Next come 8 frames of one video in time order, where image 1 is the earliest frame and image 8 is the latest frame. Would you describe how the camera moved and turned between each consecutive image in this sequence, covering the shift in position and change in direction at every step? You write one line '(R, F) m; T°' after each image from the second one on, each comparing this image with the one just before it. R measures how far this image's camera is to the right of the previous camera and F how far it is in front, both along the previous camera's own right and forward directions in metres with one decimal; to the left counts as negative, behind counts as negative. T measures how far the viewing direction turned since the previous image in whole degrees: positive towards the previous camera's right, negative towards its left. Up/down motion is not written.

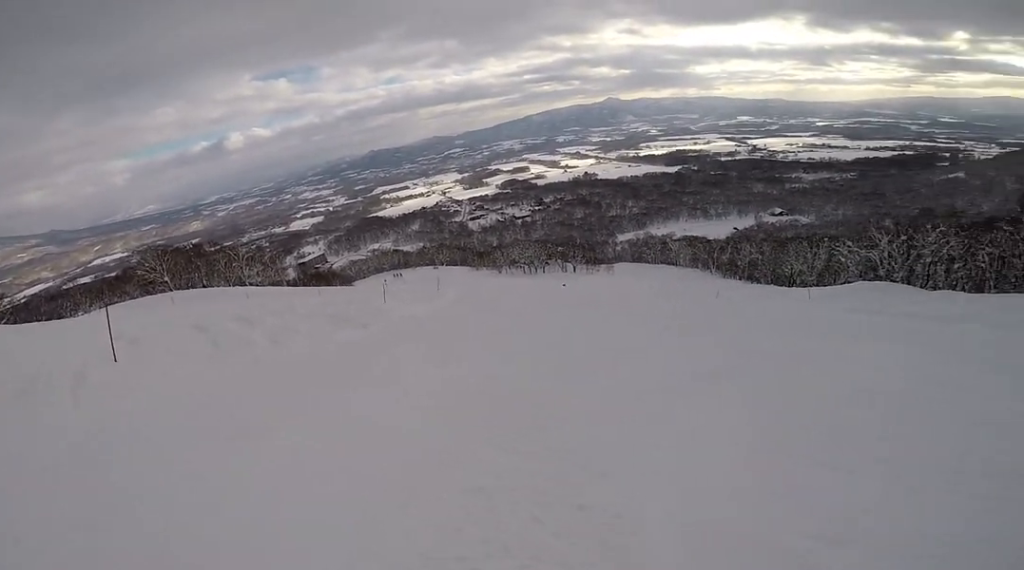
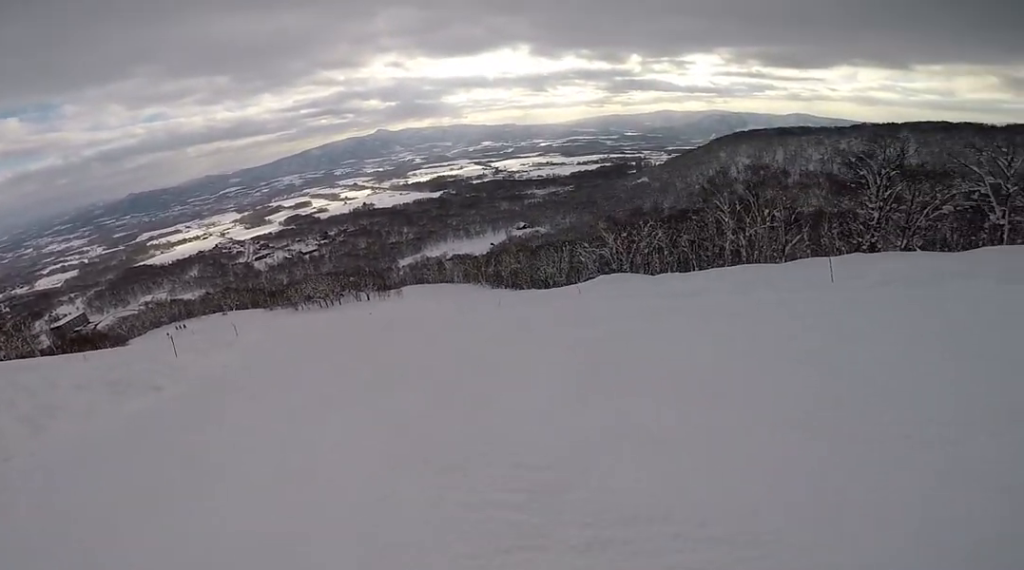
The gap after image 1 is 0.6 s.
(+0.6, +2.8) m; +24°
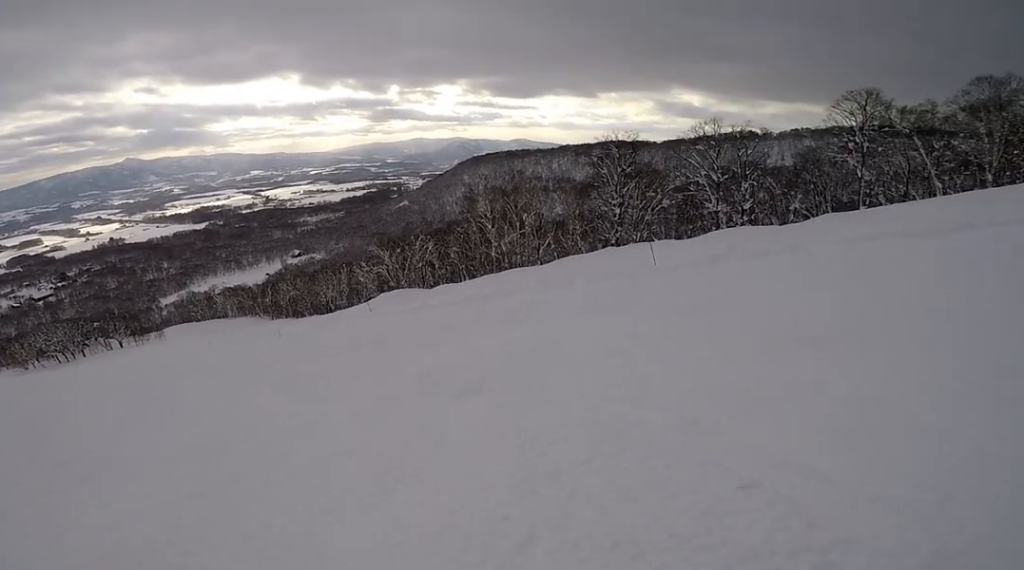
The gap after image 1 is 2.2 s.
(+3.9, +6.0) m; +54°
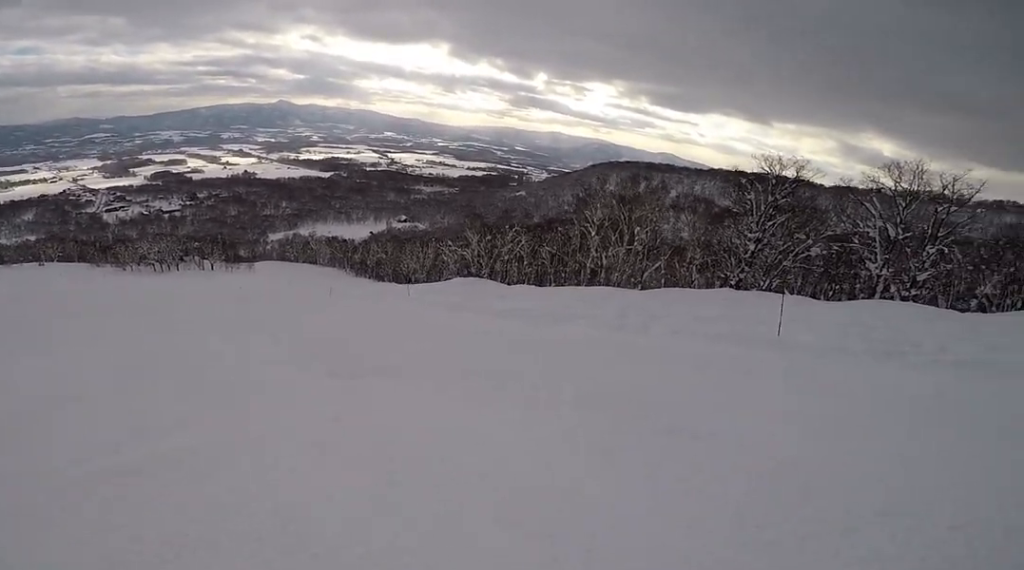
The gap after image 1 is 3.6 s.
(-0.6, +5.6) m; -35°
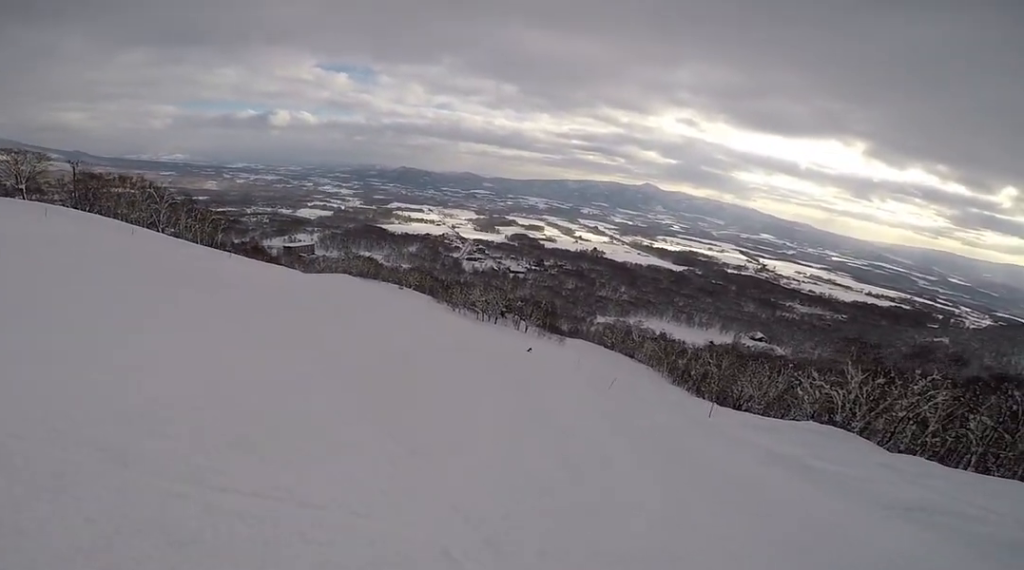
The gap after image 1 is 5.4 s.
(-3.7, +6.7) m; -58°
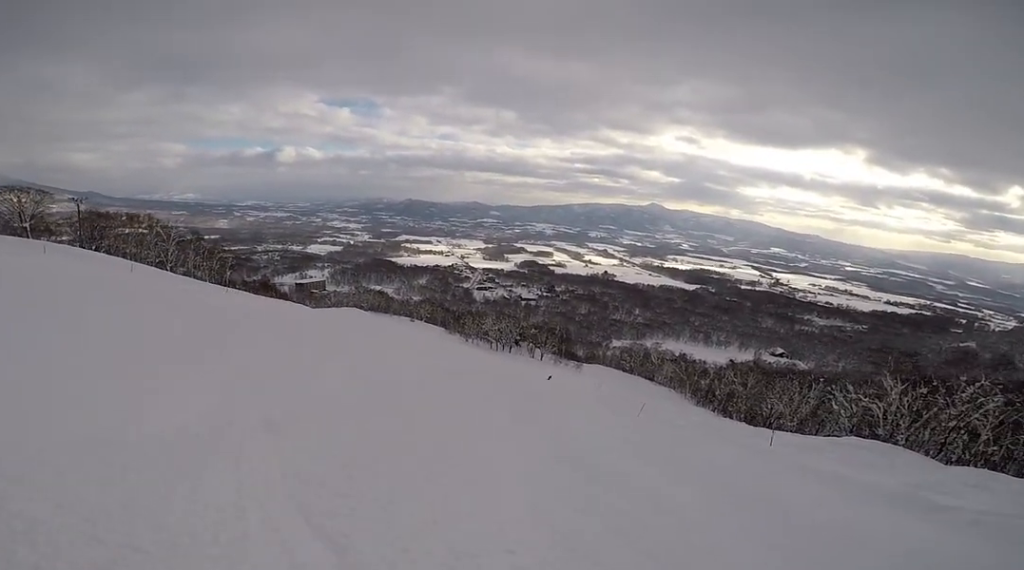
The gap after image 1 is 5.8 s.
(-0.4, +1.6) m; -12°
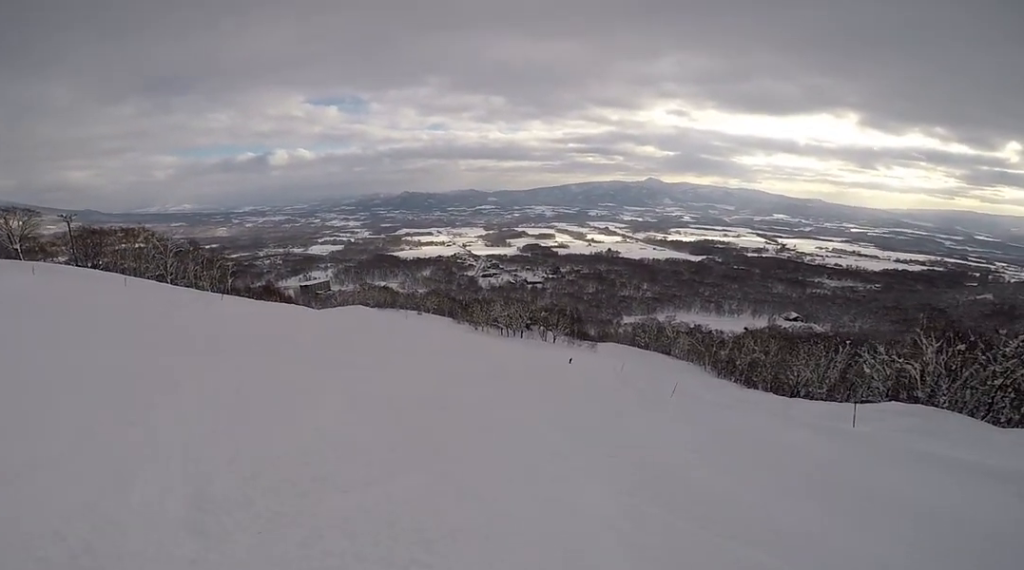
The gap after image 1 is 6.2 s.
(-0.2, +1.6) m; -9°
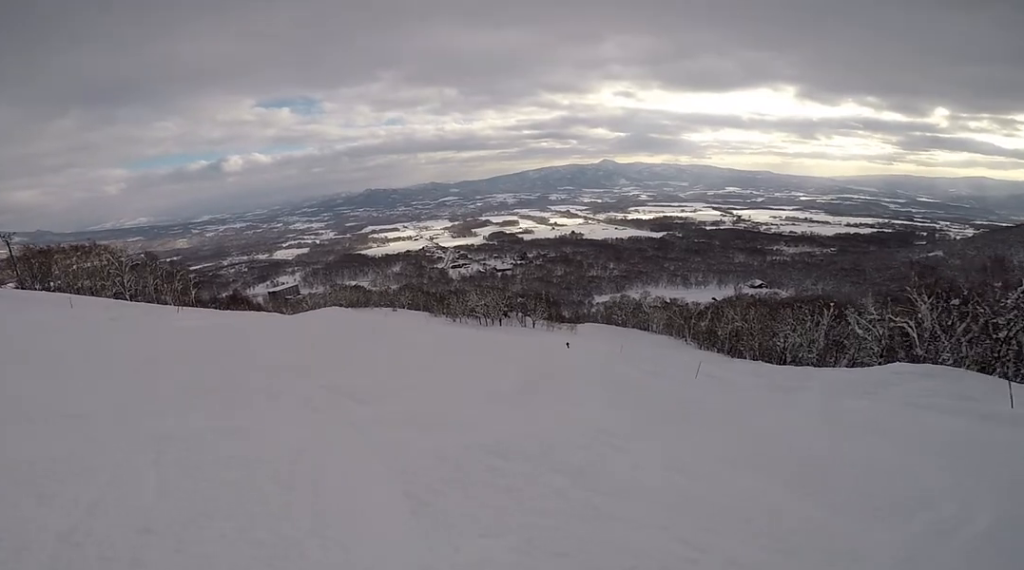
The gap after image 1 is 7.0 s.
(-0.5, +3.2) m; -2°
